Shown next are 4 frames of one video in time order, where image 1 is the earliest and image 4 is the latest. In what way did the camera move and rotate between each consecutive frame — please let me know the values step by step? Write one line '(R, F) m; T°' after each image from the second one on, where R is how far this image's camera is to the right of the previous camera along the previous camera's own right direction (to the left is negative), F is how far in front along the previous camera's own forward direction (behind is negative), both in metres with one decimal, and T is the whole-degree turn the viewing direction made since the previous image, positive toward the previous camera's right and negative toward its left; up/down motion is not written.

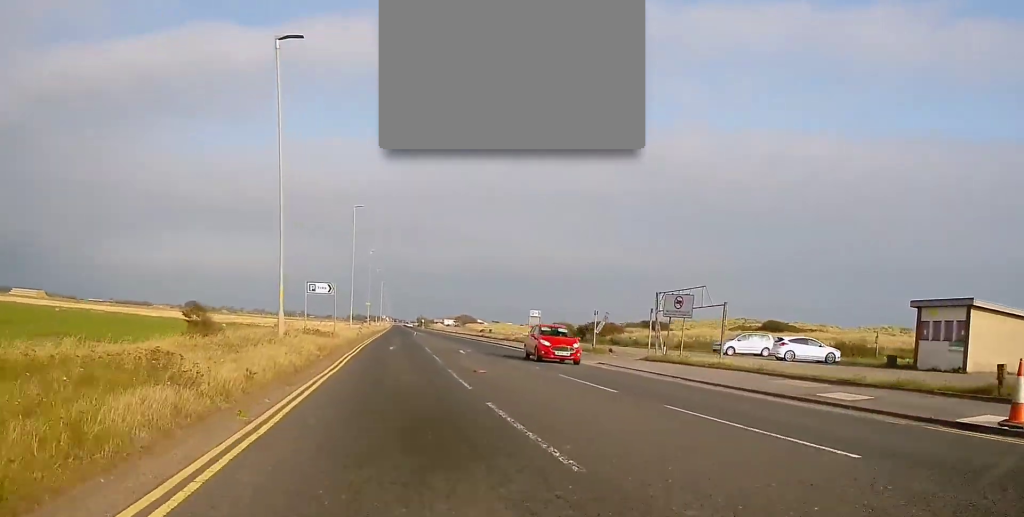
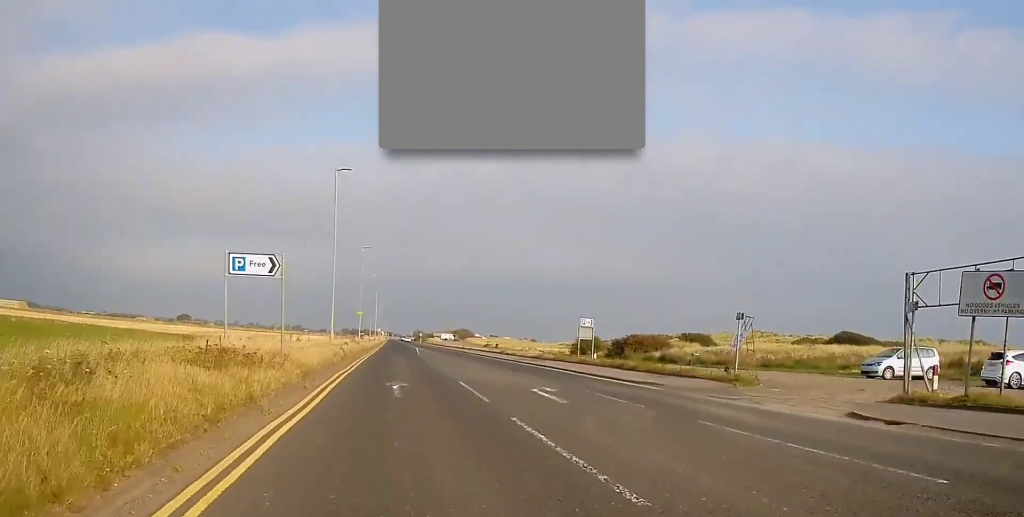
(+0.2, +18.9) m; +1°
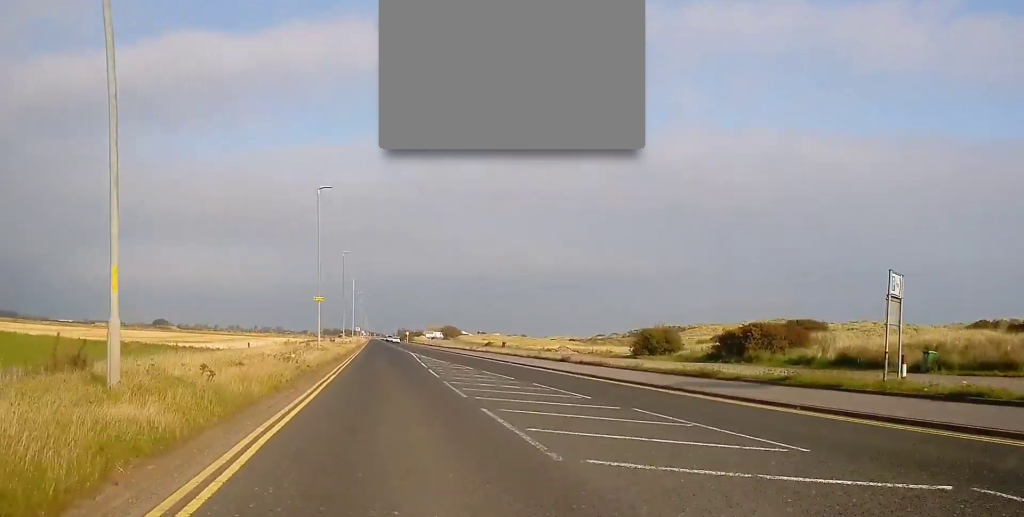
(-0.2, +33.3) m; 0°
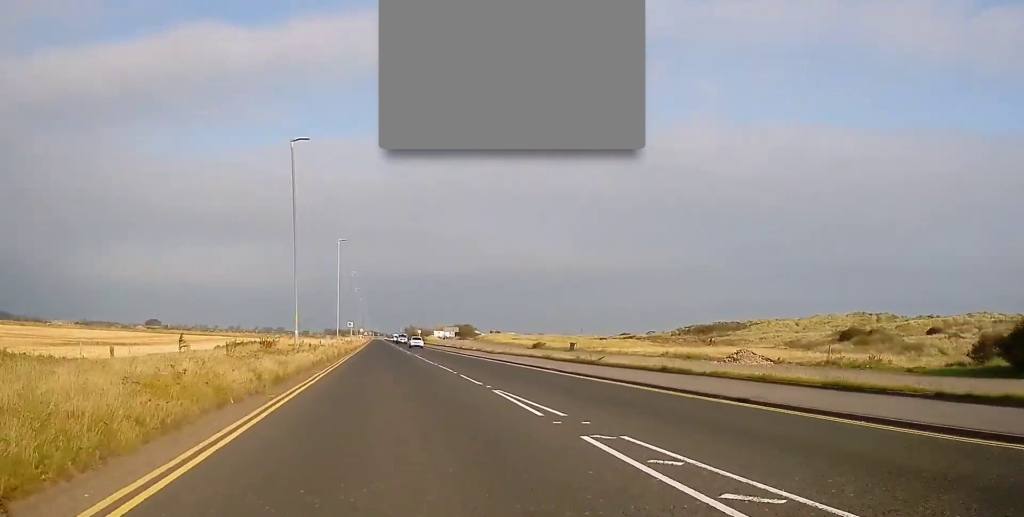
(+1.1, +48.9) m; 0°
